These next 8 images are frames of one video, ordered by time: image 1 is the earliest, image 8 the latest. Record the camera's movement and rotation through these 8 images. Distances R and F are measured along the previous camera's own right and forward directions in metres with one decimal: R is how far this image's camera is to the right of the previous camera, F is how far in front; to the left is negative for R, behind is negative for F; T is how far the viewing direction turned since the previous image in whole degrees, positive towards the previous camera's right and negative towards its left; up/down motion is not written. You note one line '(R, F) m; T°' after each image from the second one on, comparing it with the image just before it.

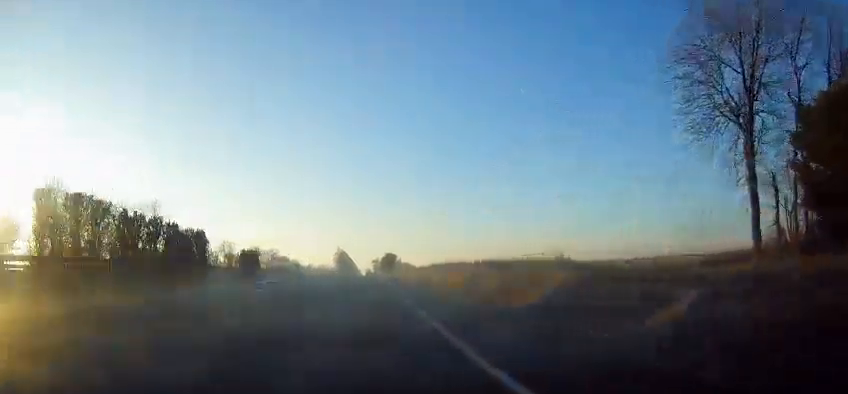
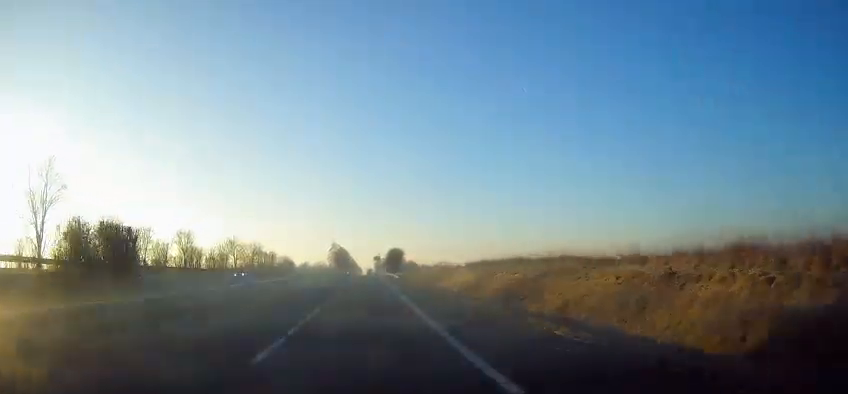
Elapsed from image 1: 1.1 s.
(-0.5, +32.6) m; -1°
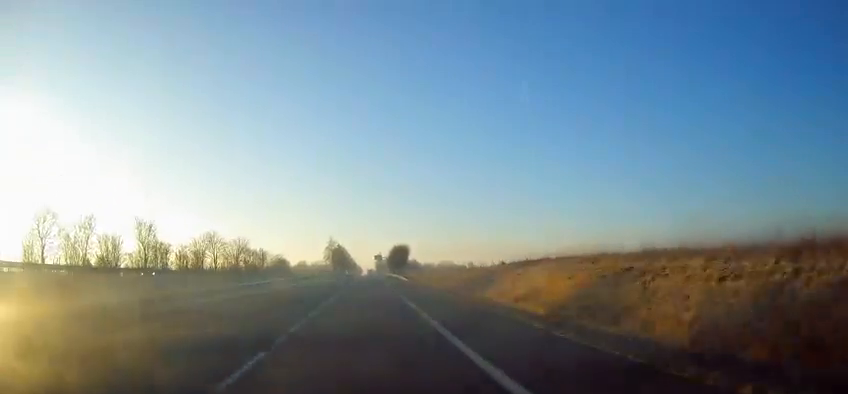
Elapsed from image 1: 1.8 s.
(0.0, +19.2) m; 0°
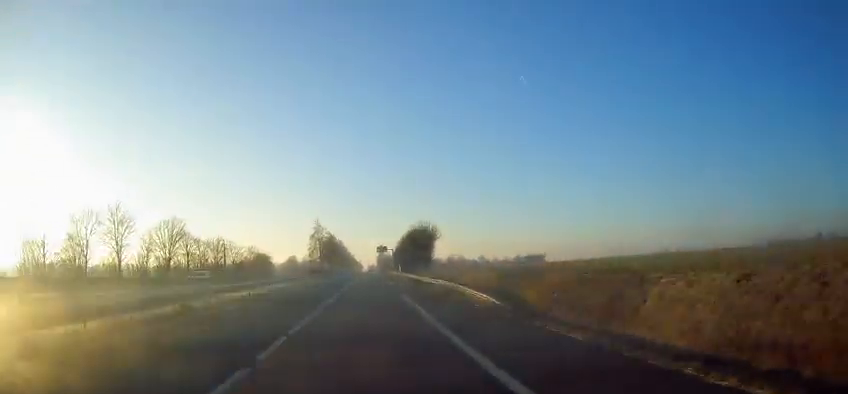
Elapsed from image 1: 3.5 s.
(+0.5, +49.3) m; +1°
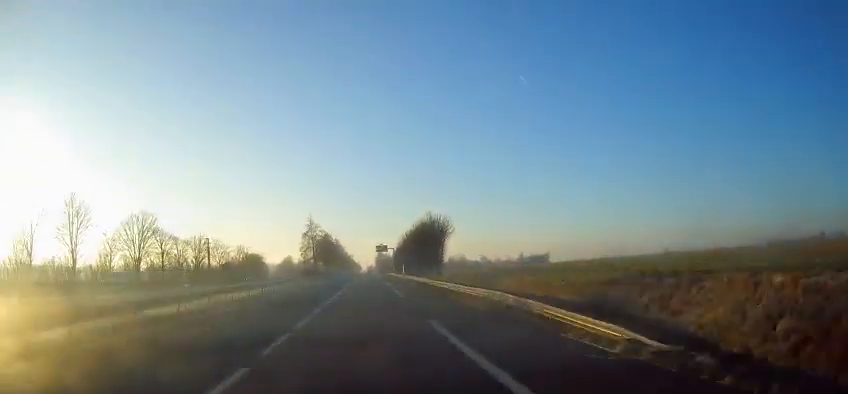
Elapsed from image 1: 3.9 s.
(0.0, +12.7) m; 0°
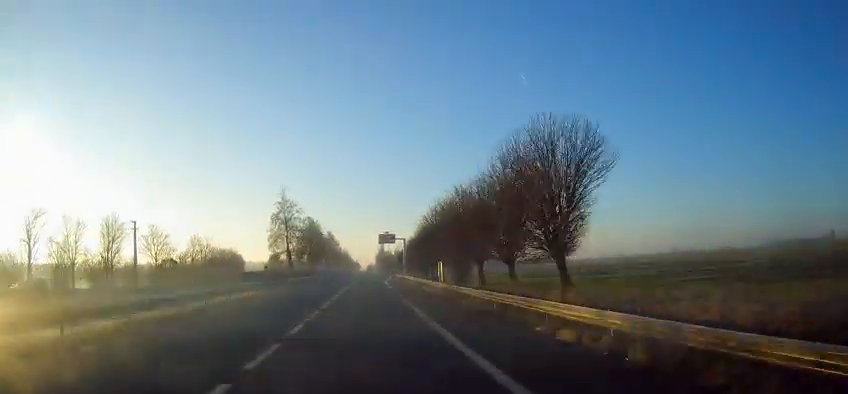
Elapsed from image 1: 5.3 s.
(0.0, +40.1) m; 0°
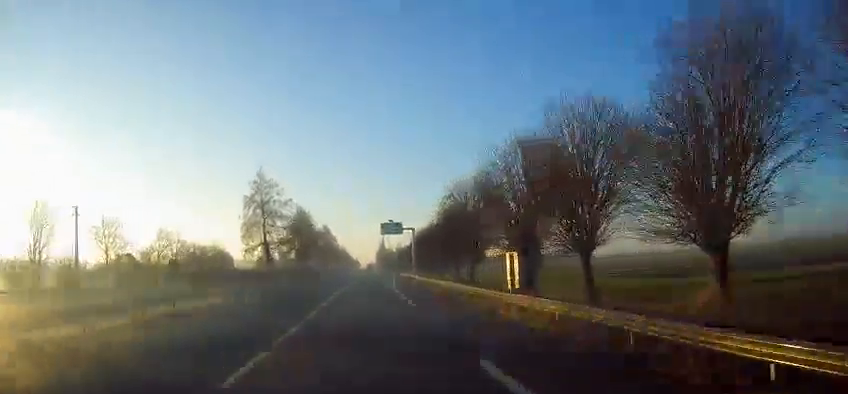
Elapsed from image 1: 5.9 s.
(0.0, +18.7) m; 0°
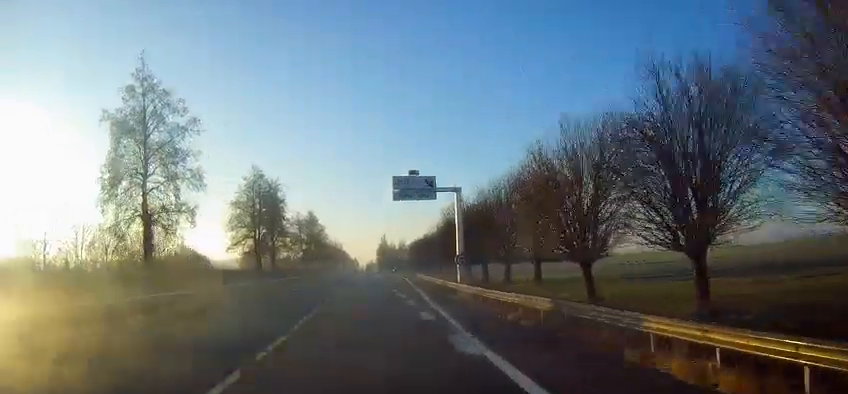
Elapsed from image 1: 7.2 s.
(0.0, +36.5) m; 0°
